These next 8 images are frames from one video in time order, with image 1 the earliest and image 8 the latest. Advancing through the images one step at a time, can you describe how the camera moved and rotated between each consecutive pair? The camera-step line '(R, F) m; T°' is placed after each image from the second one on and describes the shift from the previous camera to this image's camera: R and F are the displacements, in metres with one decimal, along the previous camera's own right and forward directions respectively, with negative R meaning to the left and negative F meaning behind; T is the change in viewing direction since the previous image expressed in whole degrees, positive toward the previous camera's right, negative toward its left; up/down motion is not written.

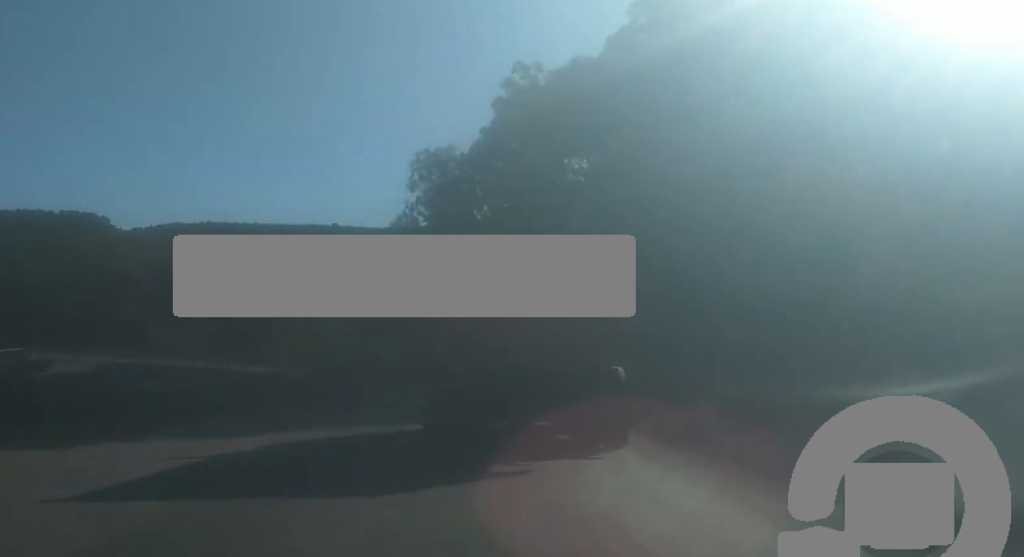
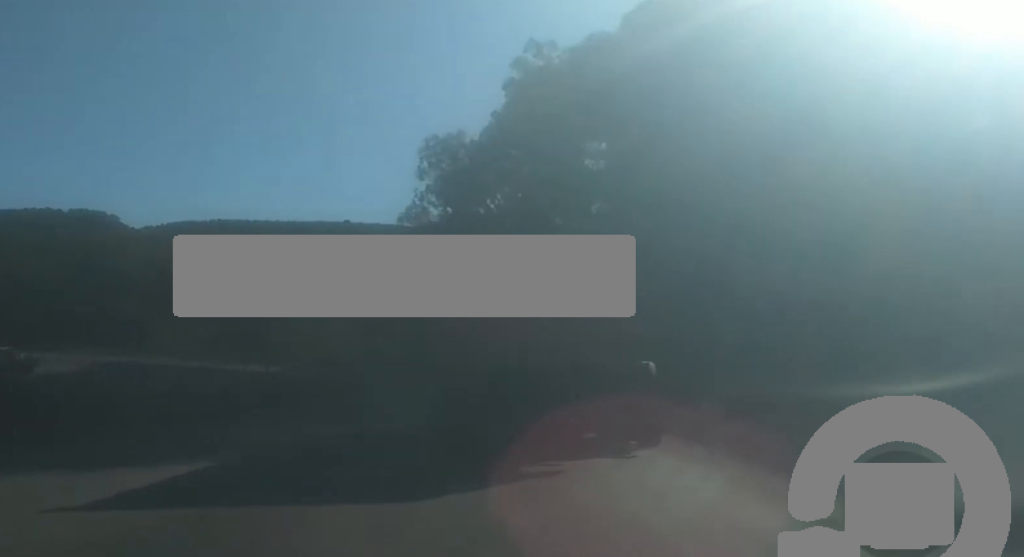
(-0.2, +5.0) m; 0°
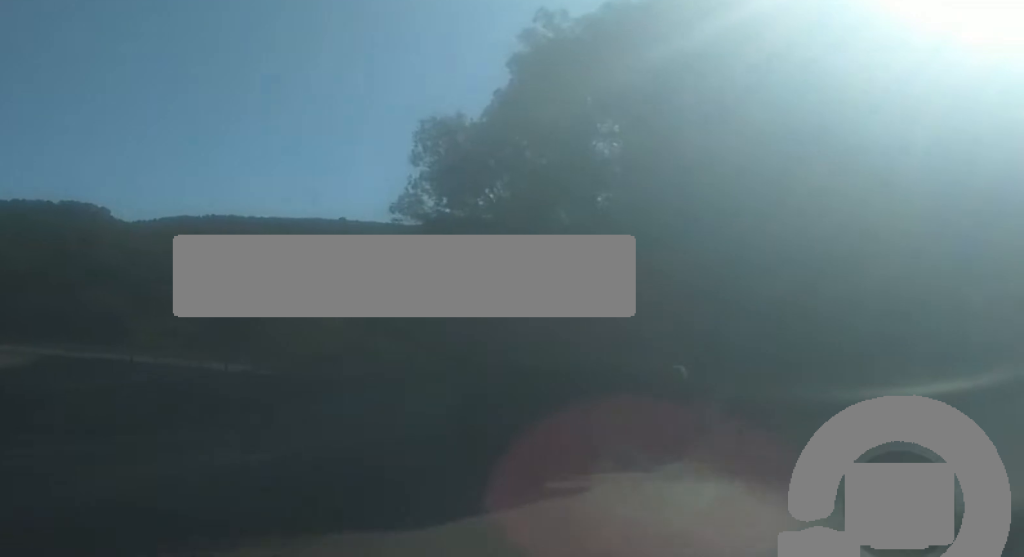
(-0.2, +8.2) m; +1°
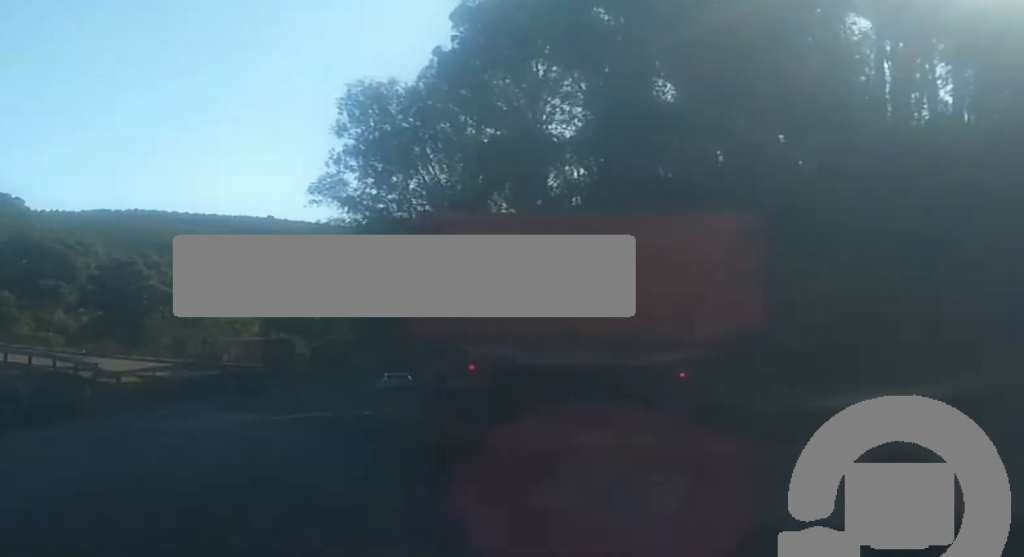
(+0.8, +13.1) m; +4°
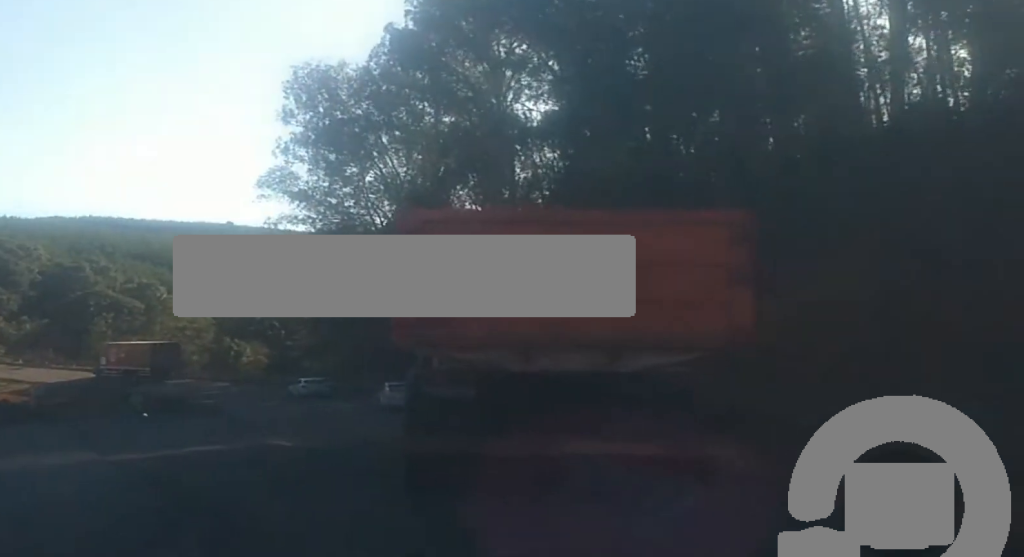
(0.0, +6.7) m; 0°
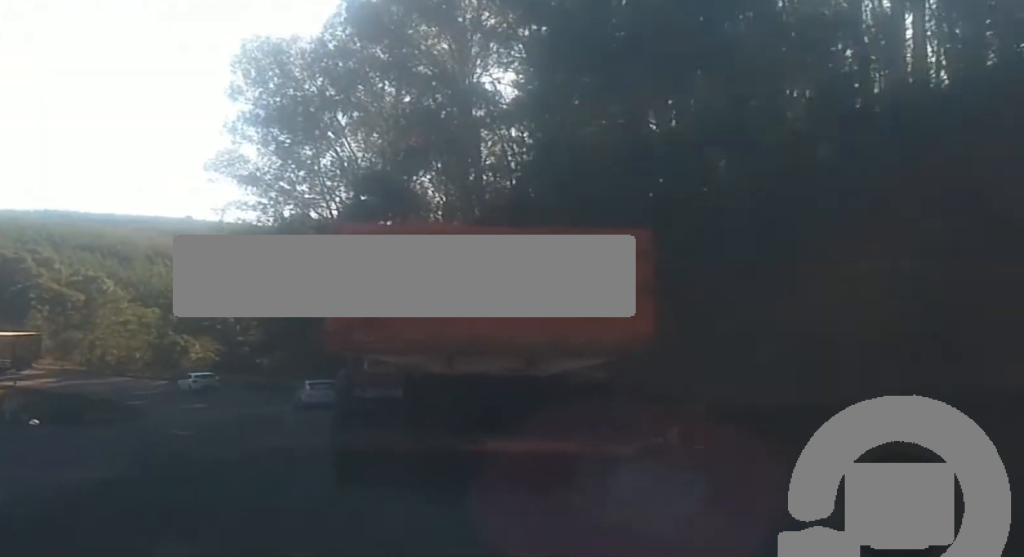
(0.0, +5.6) m; +1°
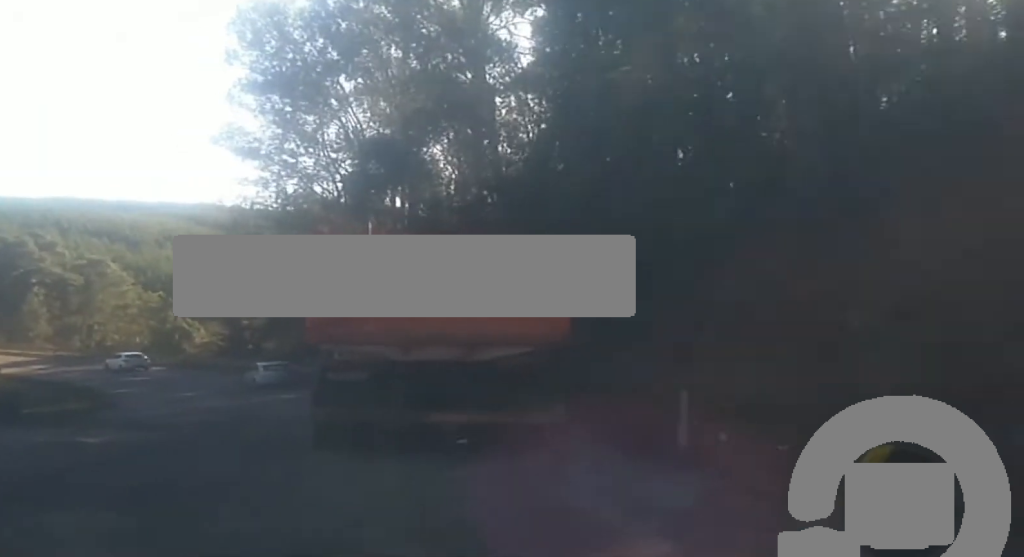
(+0.1, +5.6) m; +2°
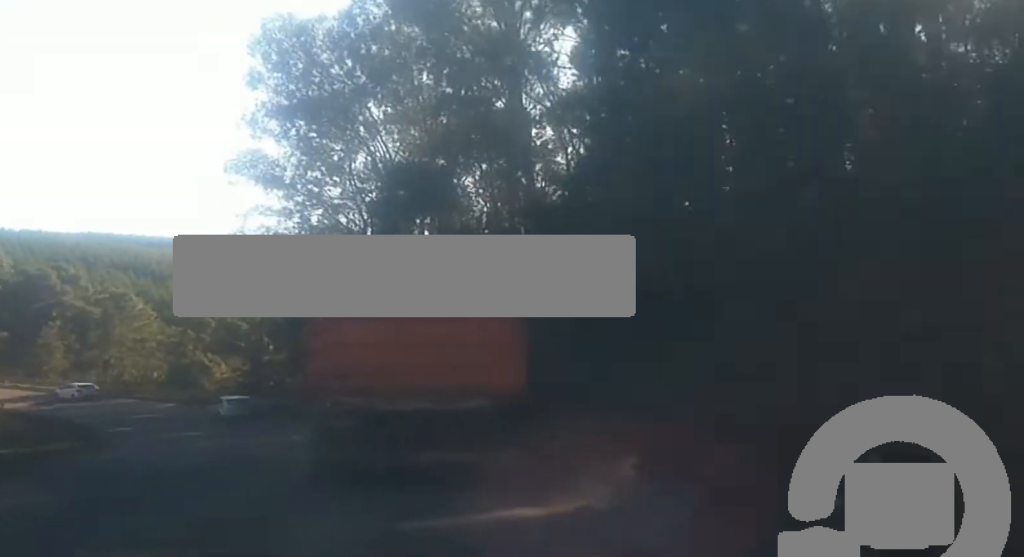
(0.0, +4.3) m; -3°
